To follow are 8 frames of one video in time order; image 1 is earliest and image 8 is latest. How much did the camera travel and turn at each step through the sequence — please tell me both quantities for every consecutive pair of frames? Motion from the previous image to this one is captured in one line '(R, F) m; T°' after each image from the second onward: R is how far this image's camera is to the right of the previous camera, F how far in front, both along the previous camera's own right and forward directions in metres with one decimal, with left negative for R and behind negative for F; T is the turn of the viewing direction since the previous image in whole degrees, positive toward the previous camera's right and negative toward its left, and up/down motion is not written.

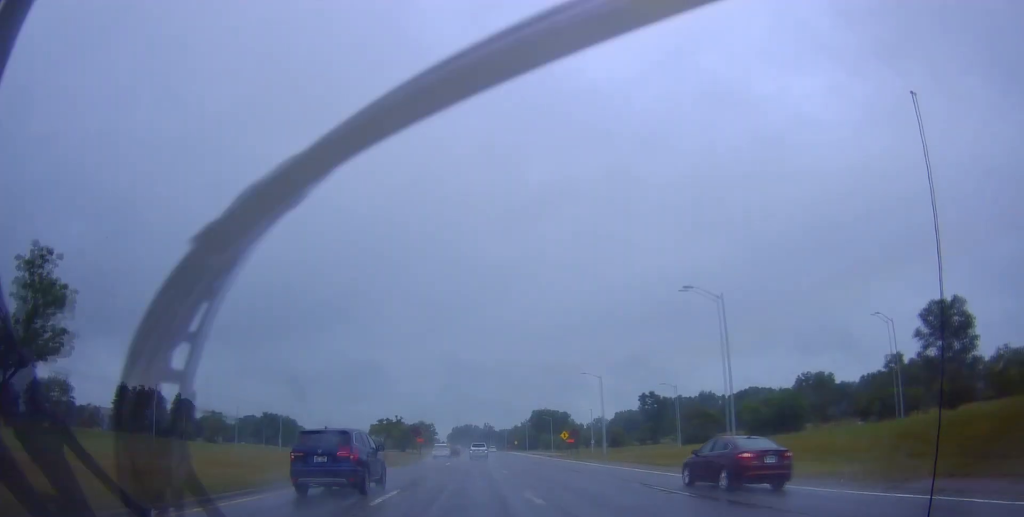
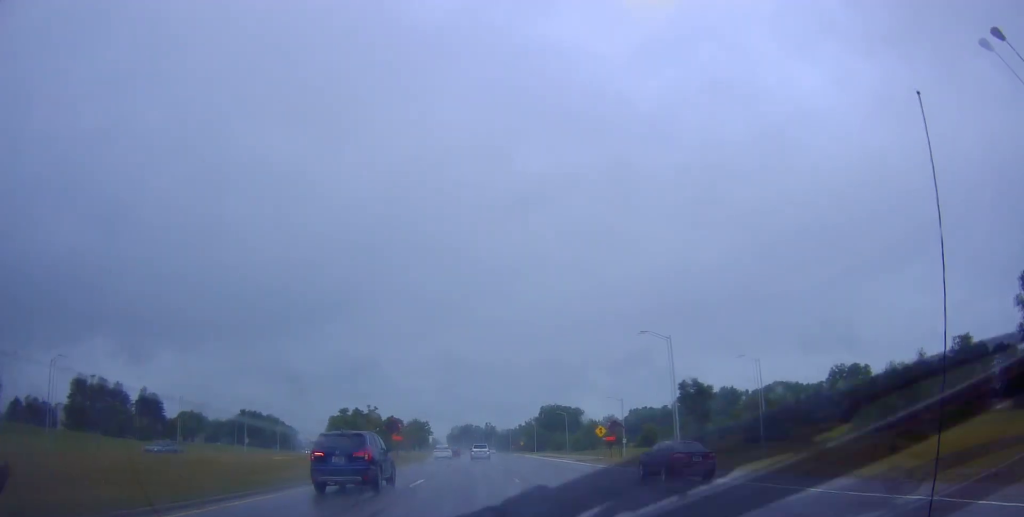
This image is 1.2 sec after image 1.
(+0.2, +24.4) m; +1°
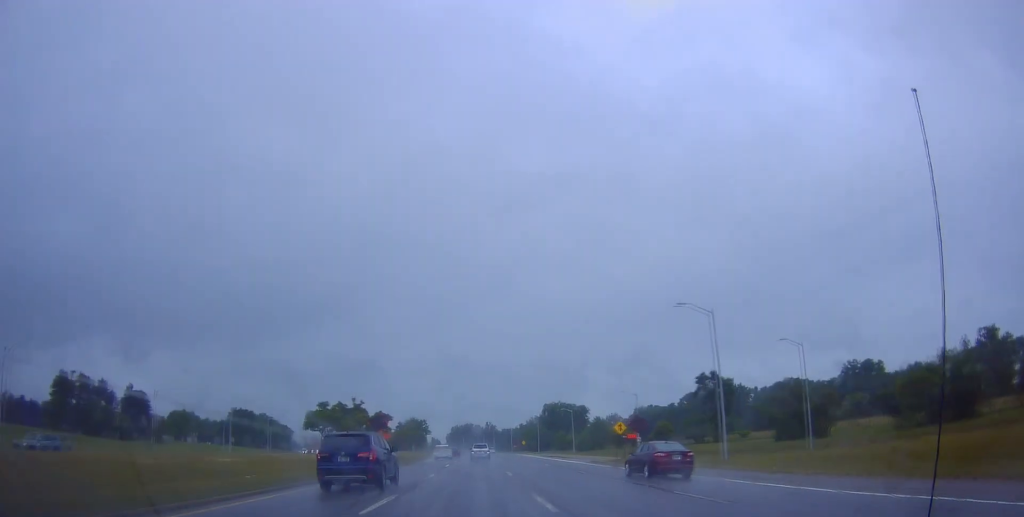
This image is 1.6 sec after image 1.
(0.0, +8.3) m; 0°
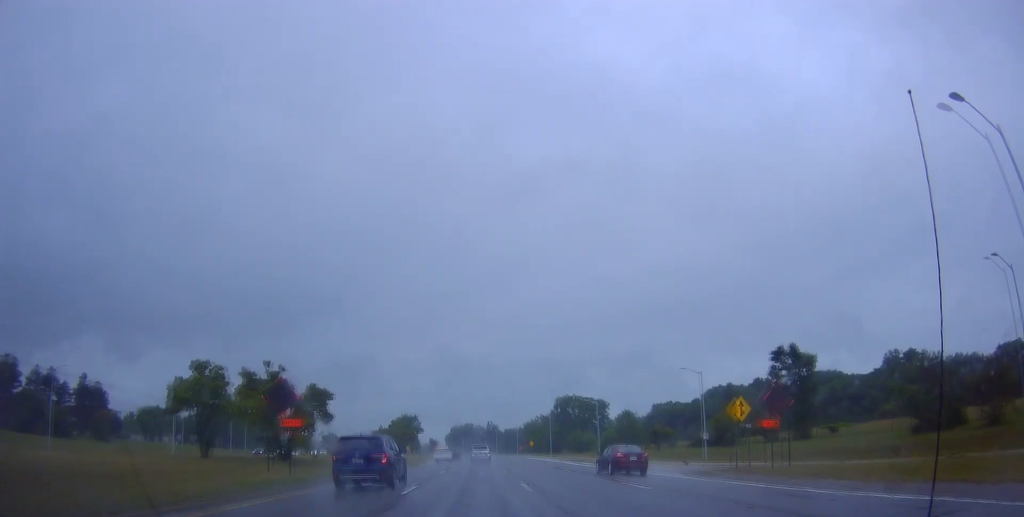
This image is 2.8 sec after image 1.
(-0.3, +24.9) m; -1°
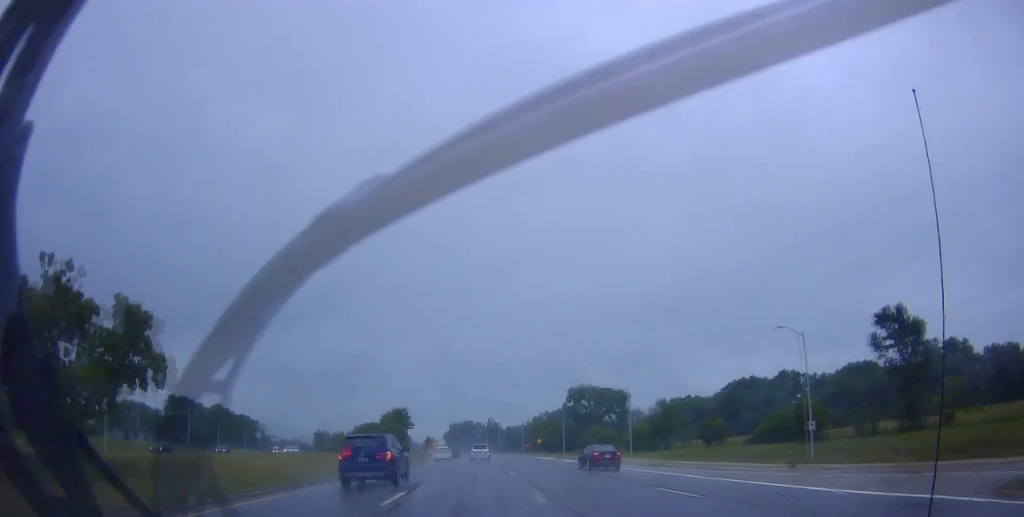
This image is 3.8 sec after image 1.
(-0.1, +20.4) m; +1°
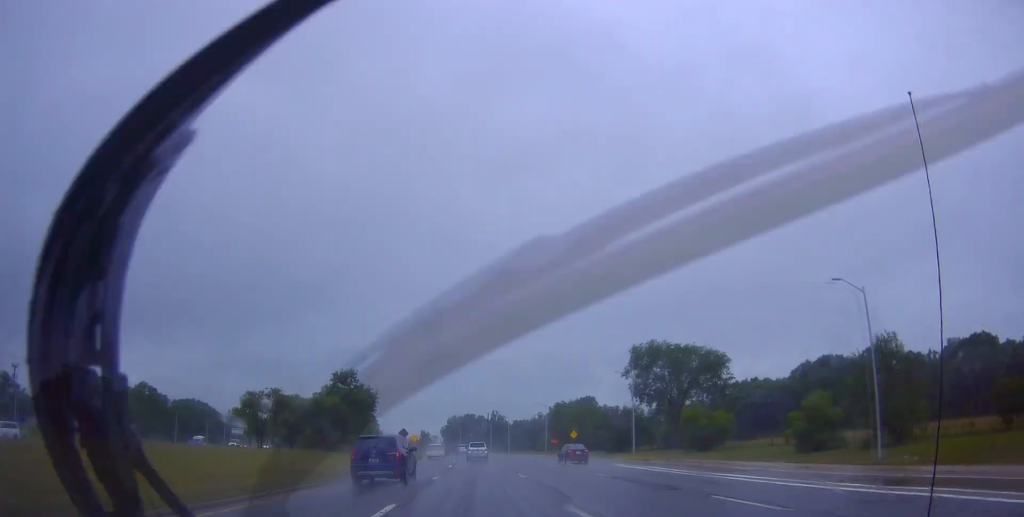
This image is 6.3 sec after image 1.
(-0.2, +50.1) m; -2°
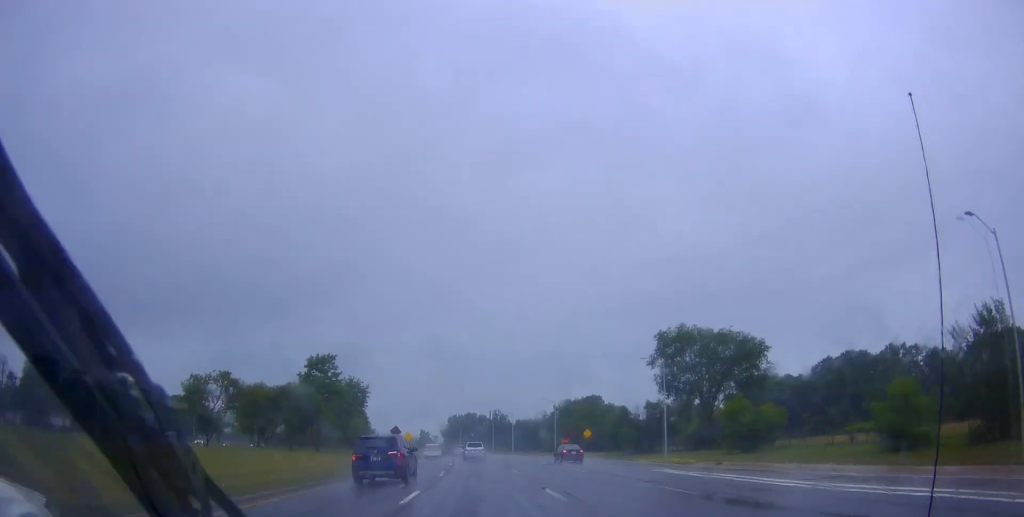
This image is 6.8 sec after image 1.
(0.0, +10.6) m; +1°
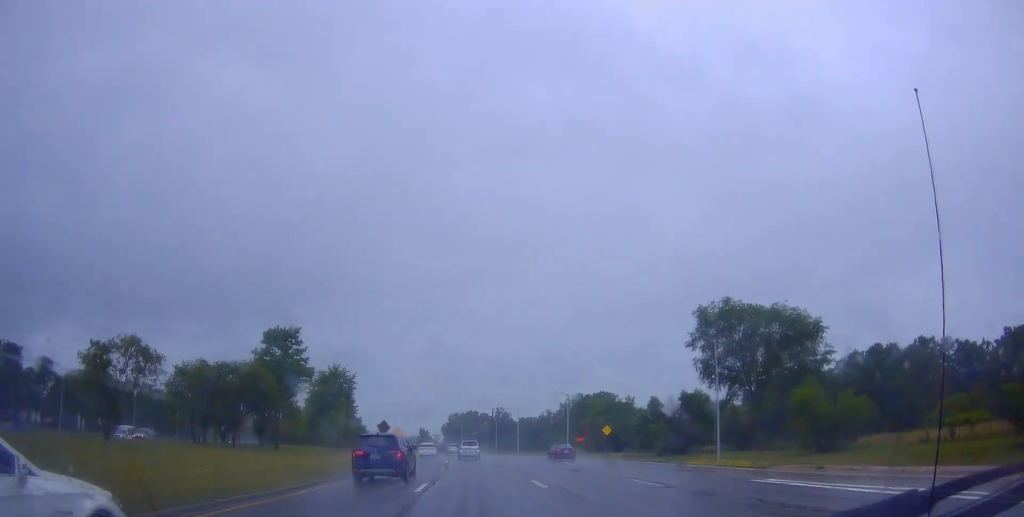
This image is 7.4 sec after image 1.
(-0.1, +11.9) m; +1°
